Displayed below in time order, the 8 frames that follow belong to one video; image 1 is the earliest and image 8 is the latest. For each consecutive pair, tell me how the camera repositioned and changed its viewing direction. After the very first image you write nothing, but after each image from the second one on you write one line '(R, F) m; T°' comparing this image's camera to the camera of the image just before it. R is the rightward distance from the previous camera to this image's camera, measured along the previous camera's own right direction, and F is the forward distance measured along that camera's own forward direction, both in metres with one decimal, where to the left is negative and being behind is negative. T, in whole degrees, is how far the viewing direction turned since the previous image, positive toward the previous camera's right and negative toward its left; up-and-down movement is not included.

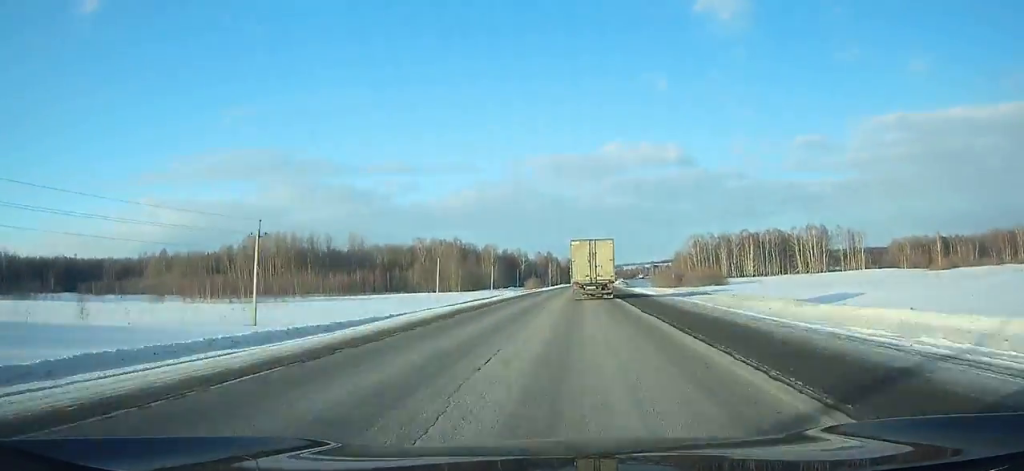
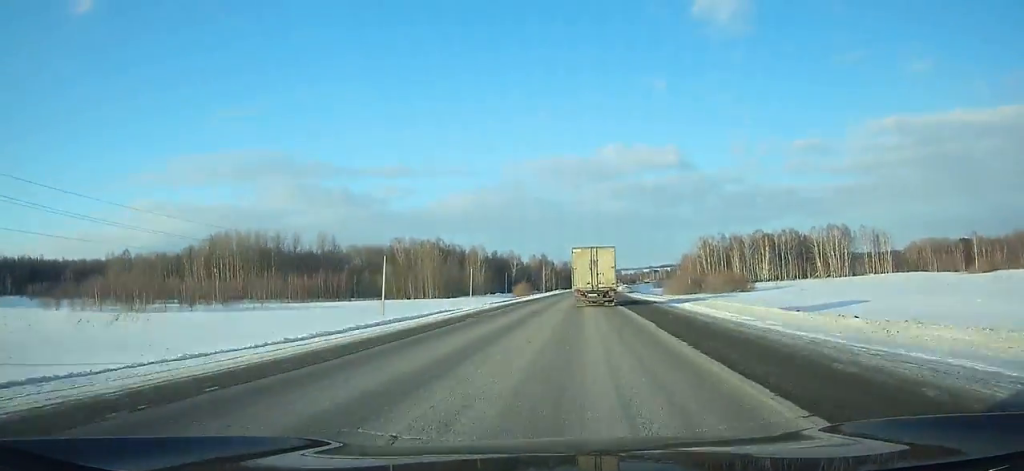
(0.0, +27.4) m; 0°
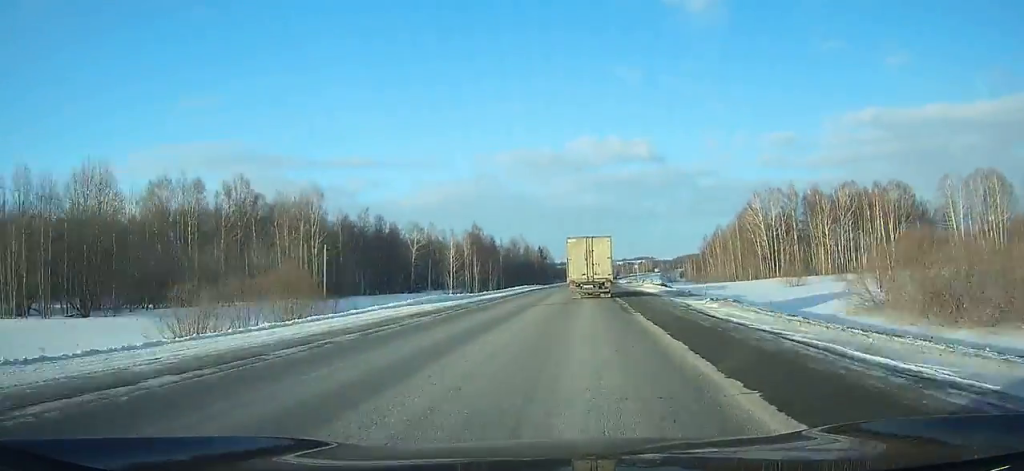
(+3.0, +120.1) m; +3°
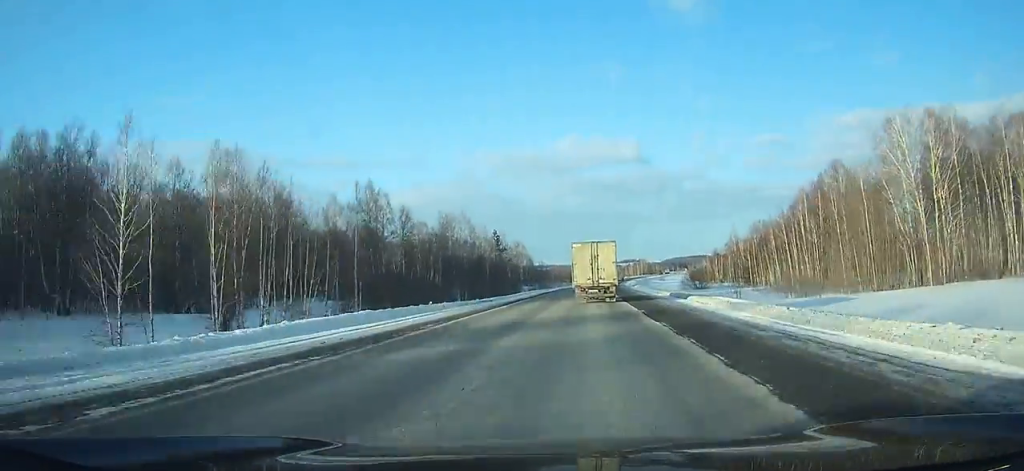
(+1.2, +73.8) m; +2°
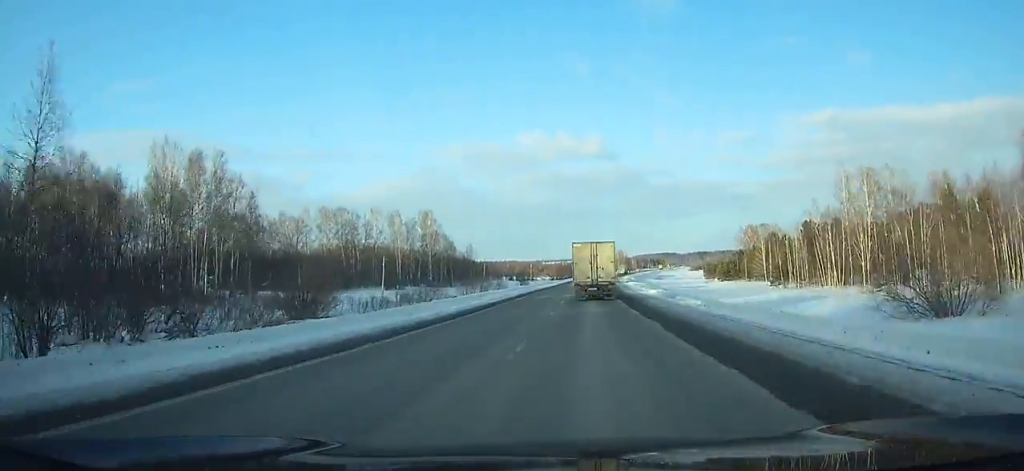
(+3.1, +114.1) m; +3°
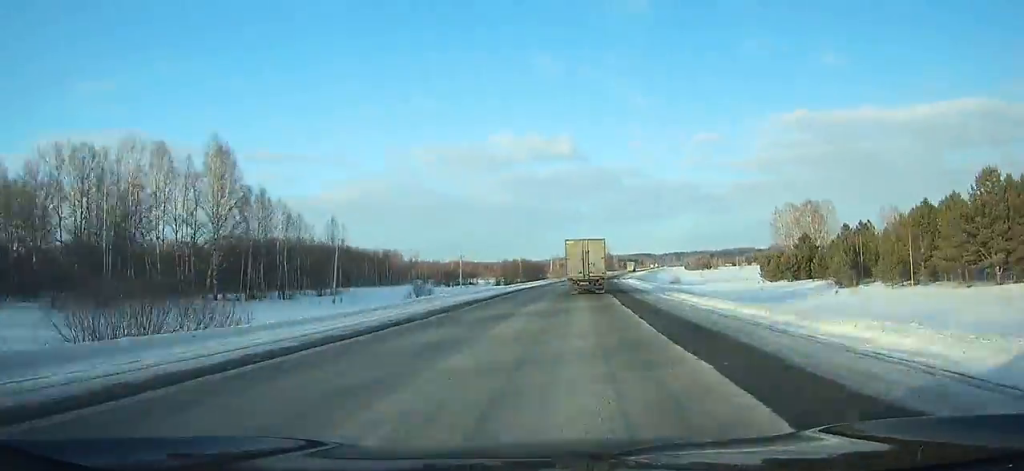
(+1.7, +91.3) m; +2°
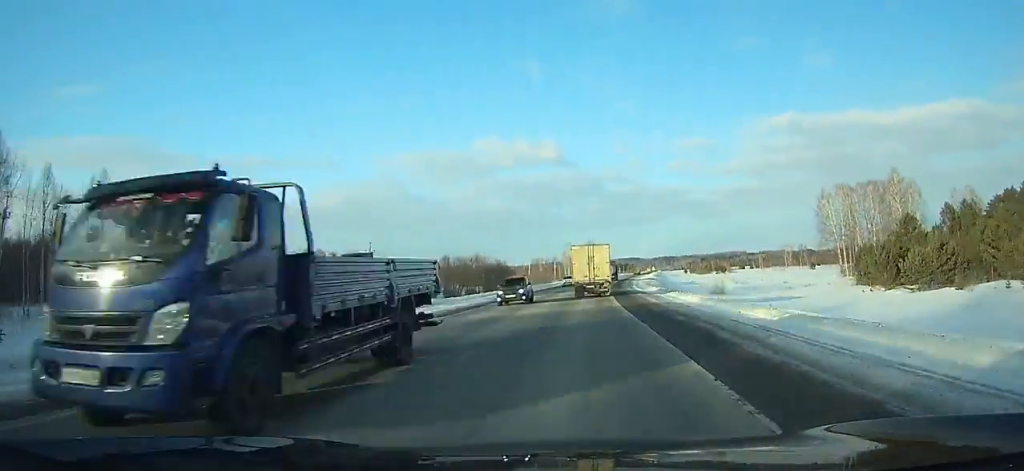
(+0.7, +53.5) m; +2°
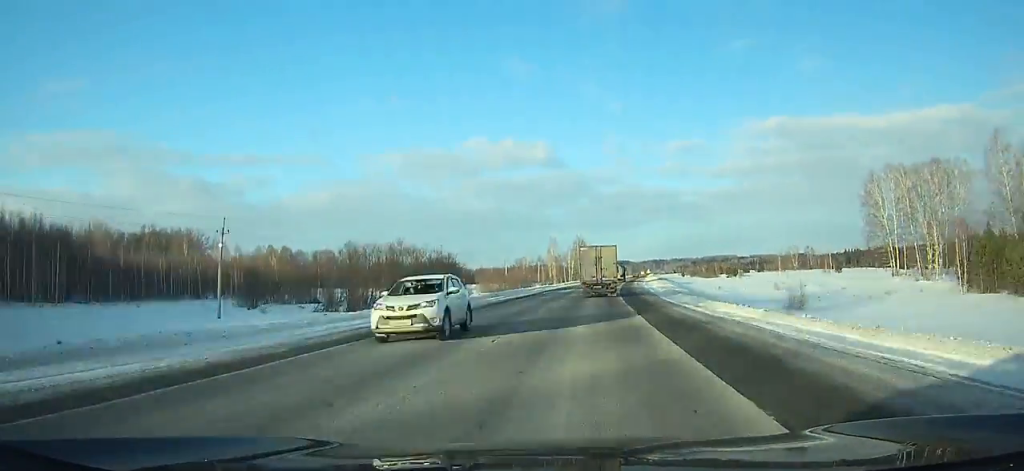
(+0.5, +35.3) m; +2°
